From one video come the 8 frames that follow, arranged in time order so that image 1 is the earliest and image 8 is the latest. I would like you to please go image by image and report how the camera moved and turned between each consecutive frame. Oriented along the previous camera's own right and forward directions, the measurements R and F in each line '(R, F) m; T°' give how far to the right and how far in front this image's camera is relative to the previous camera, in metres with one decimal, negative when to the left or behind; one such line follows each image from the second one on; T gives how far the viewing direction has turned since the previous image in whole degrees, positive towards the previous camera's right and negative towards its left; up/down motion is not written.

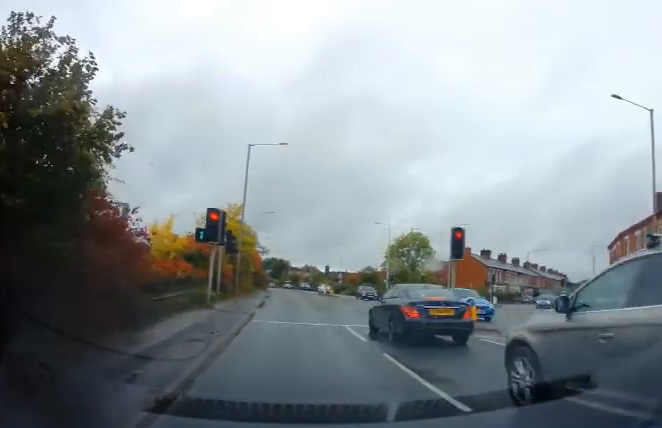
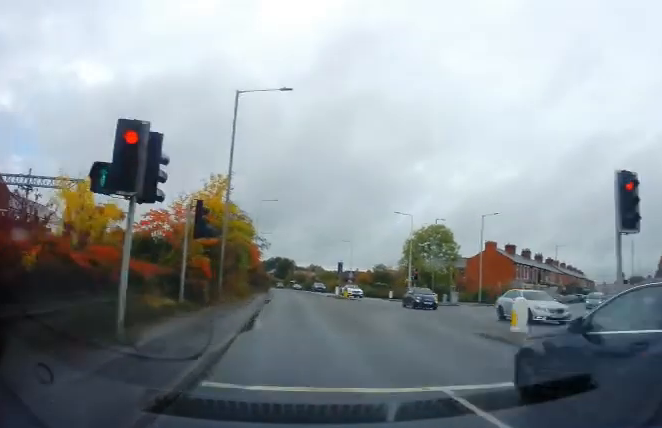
(-0.4, +8.9) m; -1°
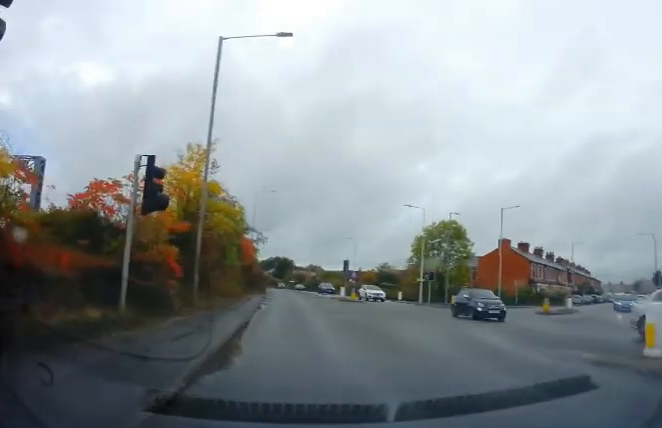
(0.0, +5.4) m; +1°
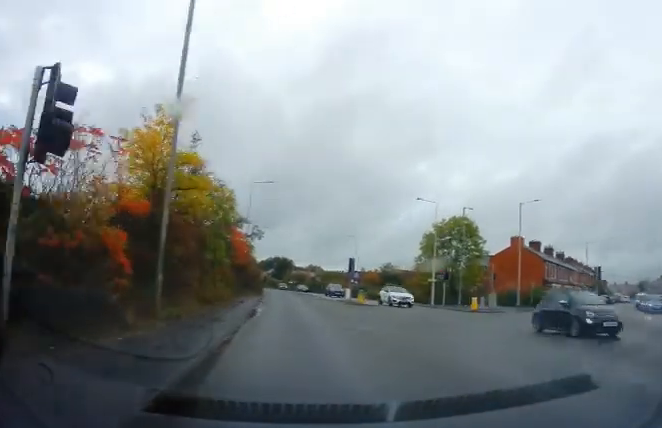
(+0.1, +4.3) m; +2°
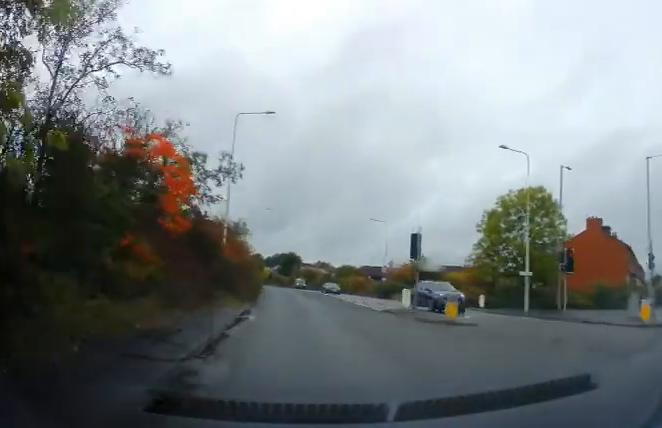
(+0.3, +17.8) m; -2°
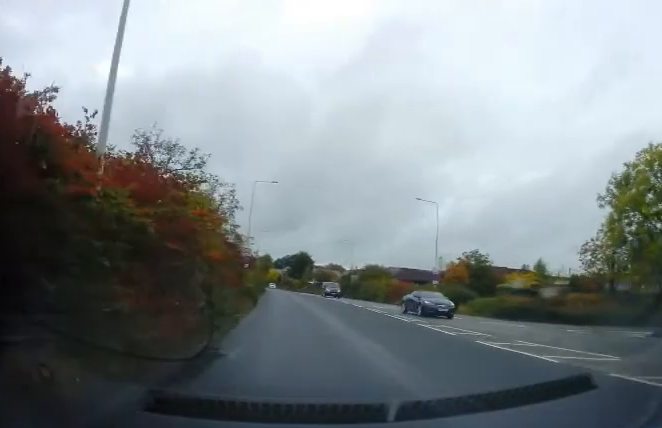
(-0.6, +17.9) m; -1°
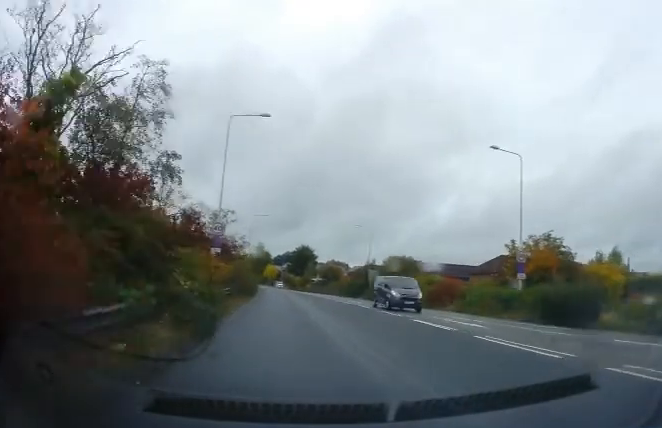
(0.0, +17.1) m; -1°
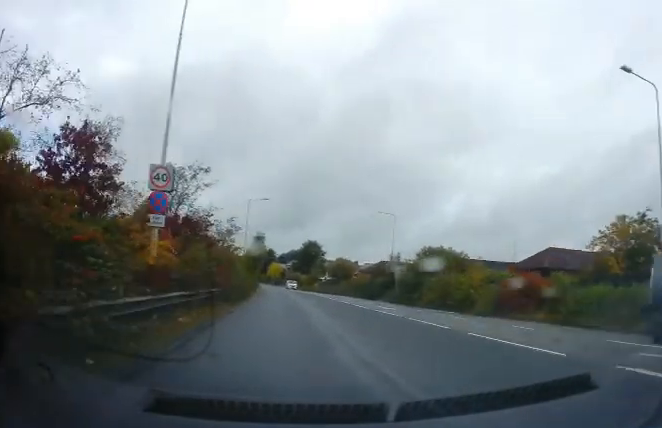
(-0.1, +11.8) m; 0°
